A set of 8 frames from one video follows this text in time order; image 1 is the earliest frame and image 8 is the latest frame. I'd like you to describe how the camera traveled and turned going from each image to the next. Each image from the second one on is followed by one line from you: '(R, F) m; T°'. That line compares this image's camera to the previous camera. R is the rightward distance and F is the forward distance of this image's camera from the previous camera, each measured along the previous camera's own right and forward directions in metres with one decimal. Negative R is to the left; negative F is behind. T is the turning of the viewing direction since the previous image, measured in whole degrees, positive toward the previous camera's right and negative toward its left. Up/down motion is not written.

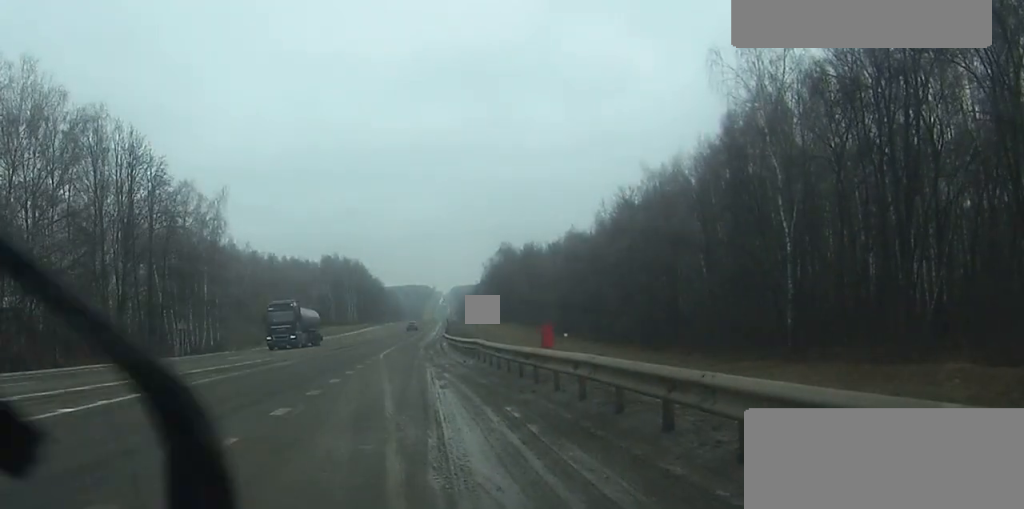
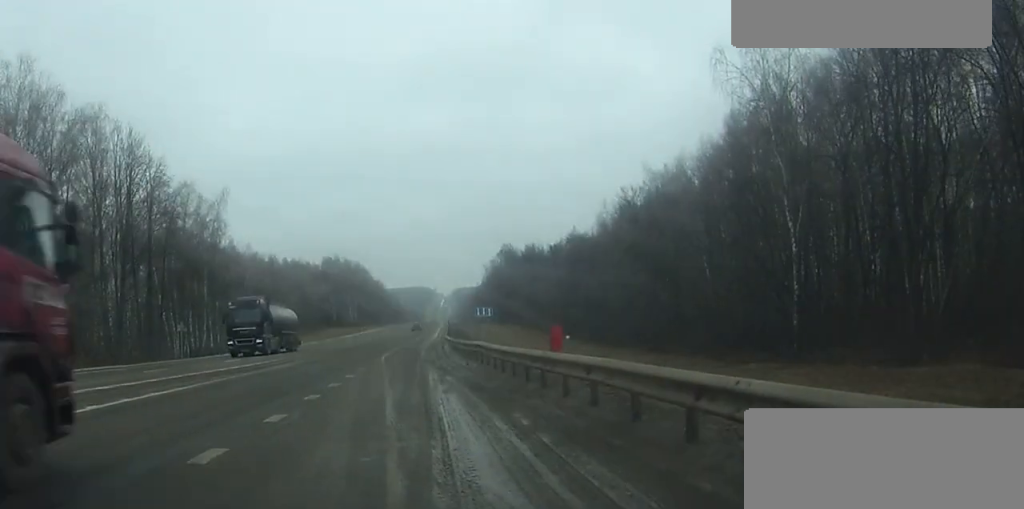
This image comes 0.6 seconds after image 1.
(0.0, 0.0) m; 0°
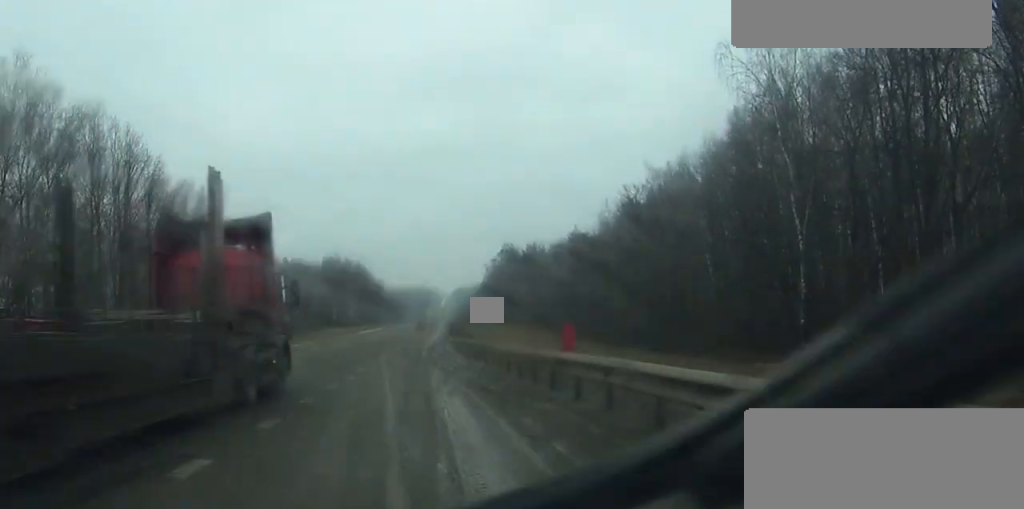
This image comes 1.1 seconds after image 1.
(0.0, 0.0) m; 0°
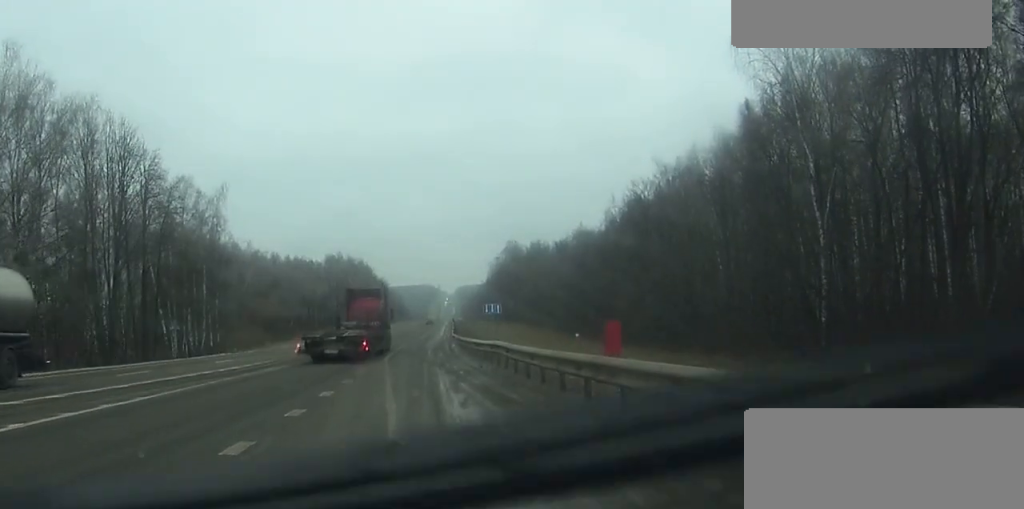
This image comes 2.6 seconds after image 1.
(-0.1, +0.2) m; 0°
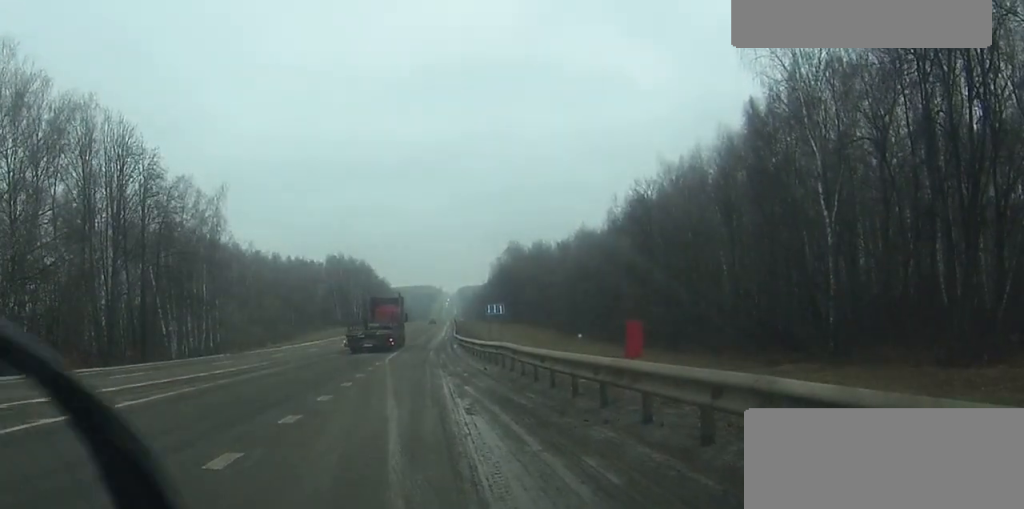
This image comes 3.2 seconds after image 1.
(-0.1, +0.3) m; 0°
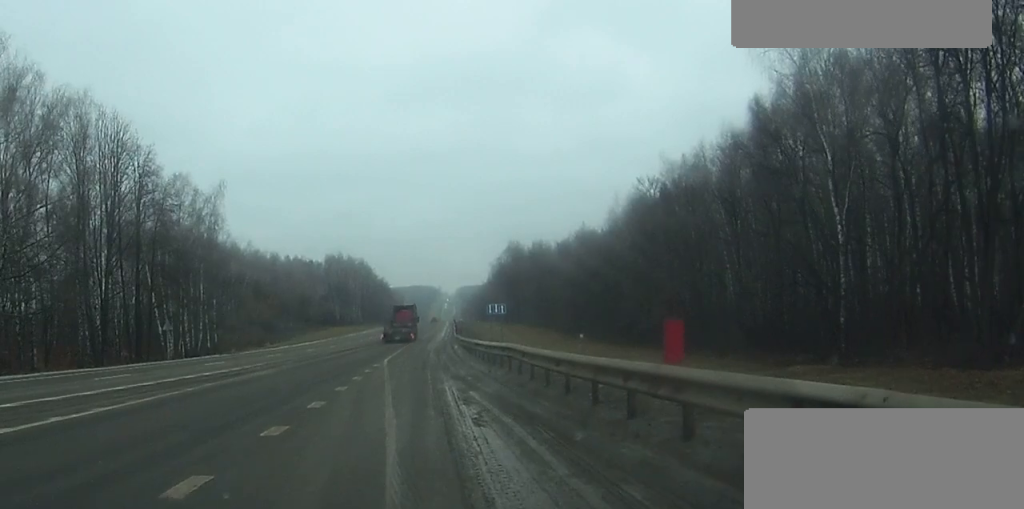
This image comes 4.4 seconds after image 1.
(-0.1, +1.5) m; 0°
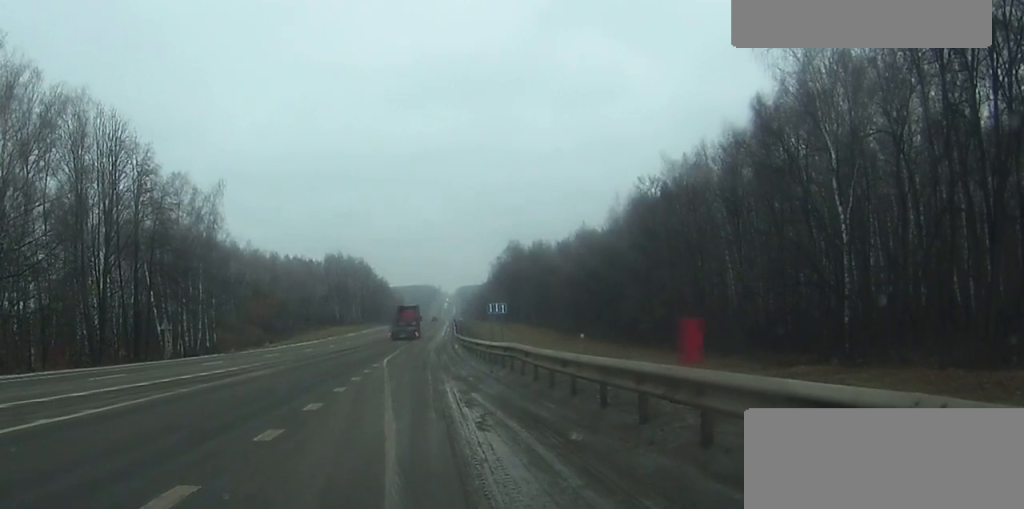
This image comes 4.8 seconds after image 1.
(0.0, +1.0) m; +1°
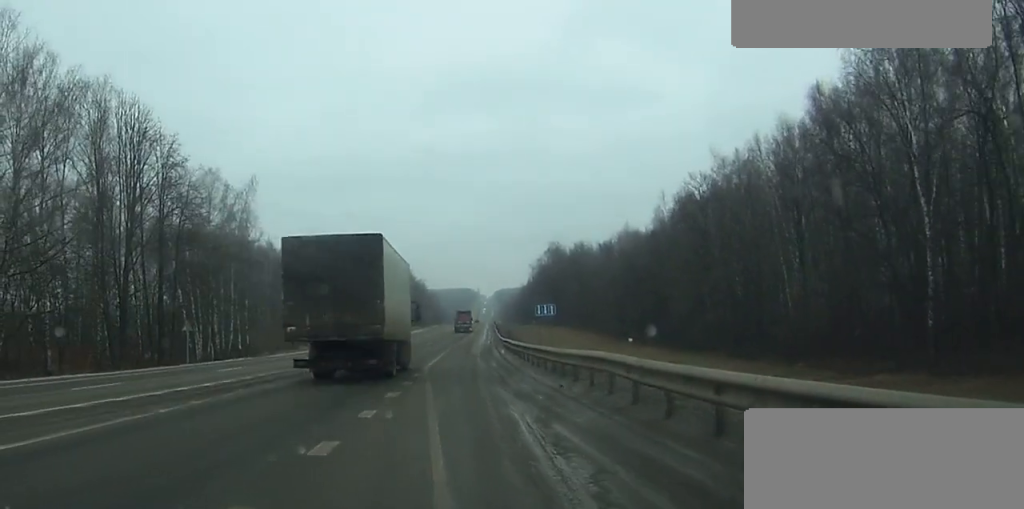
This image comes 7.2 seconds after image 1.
(-0.2, +8.3) m; -3°
